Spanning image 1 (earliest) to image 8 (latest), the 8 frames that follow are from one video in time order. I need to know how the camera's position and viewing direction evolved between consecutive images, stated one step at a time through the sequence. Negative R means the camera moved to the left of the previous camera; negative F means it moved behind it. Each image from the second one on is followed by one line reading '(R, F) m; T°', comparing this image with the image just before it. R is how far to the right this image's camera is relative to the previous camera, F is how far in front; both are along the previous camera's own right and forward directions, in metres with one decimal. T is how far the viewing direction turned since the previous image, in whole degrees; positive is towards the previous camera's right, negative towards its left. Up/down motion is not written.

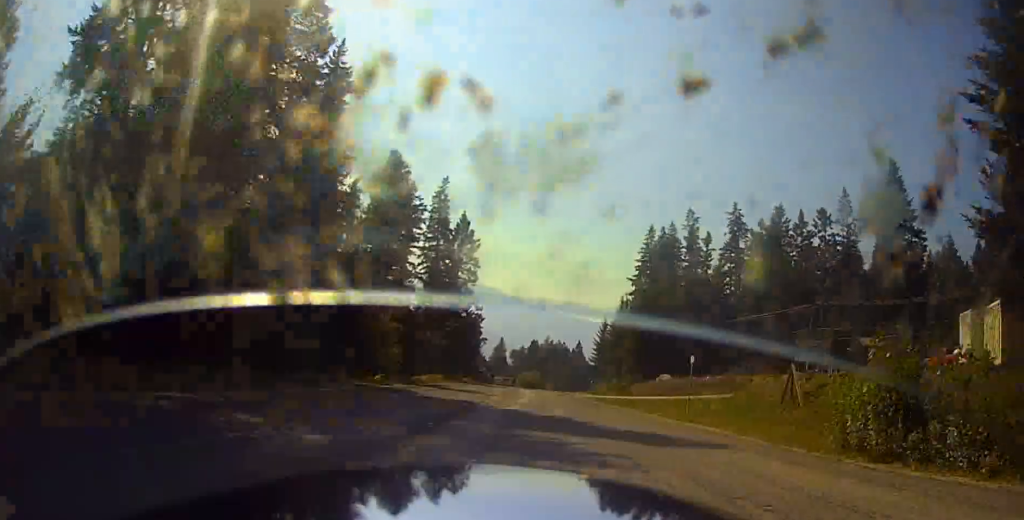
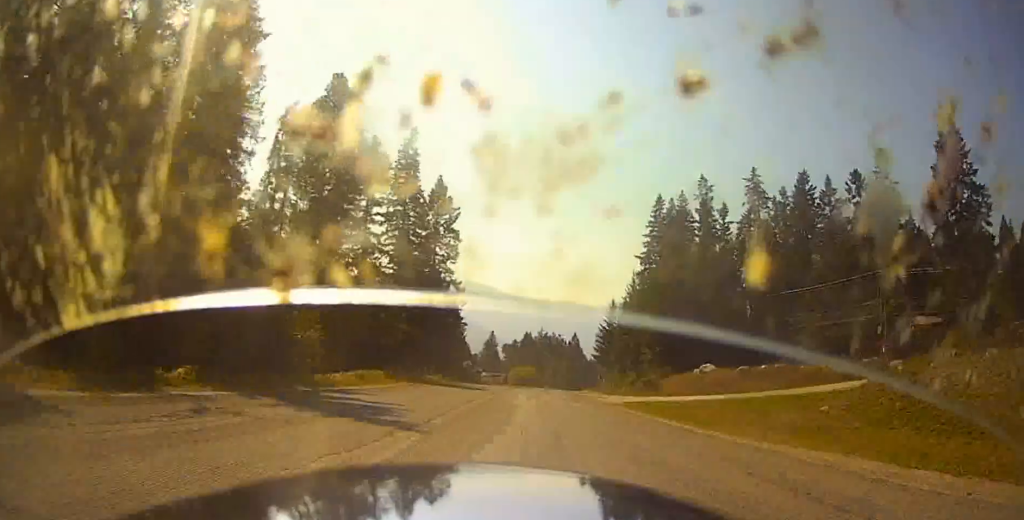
(0.0, +24.2) m; 0°
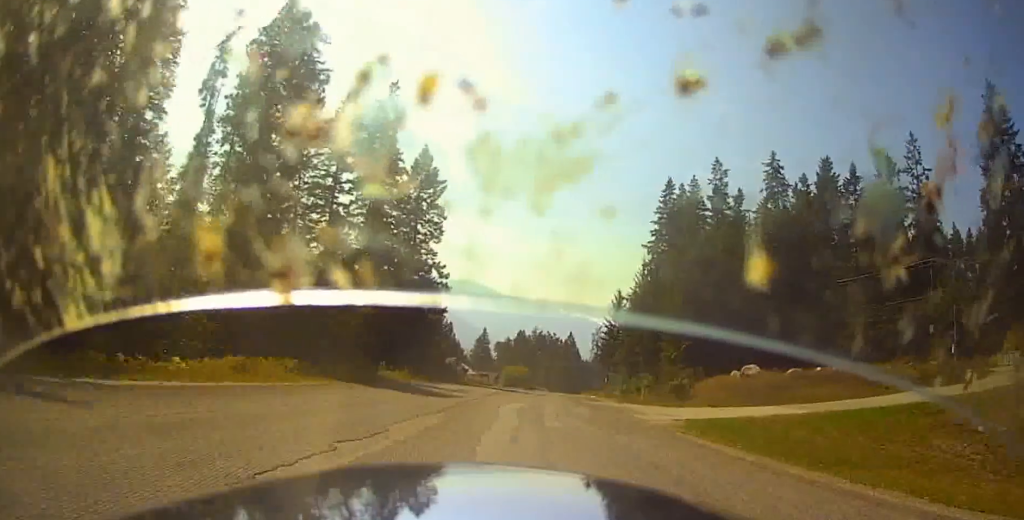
(+0.1, +15.0) m; -1°
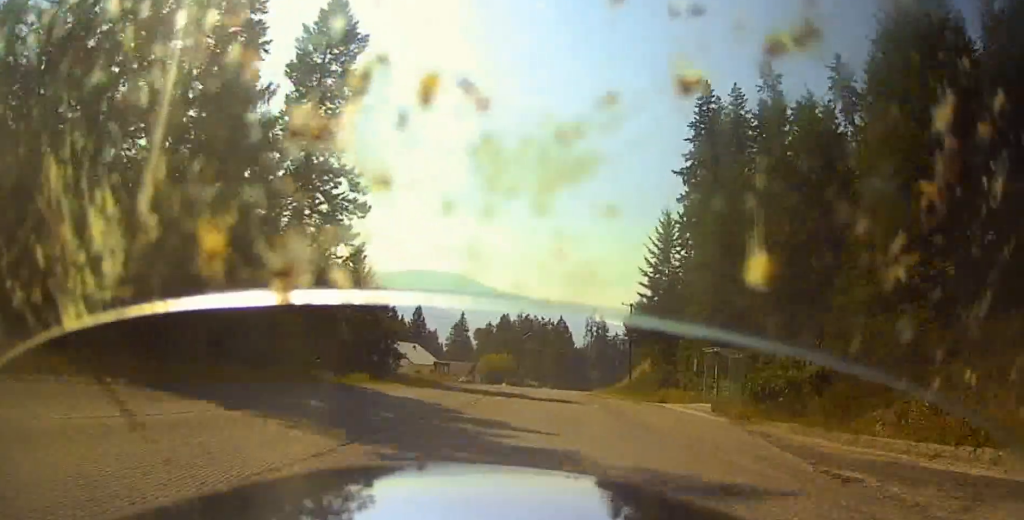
(+0.9, +42.1) m; +5°
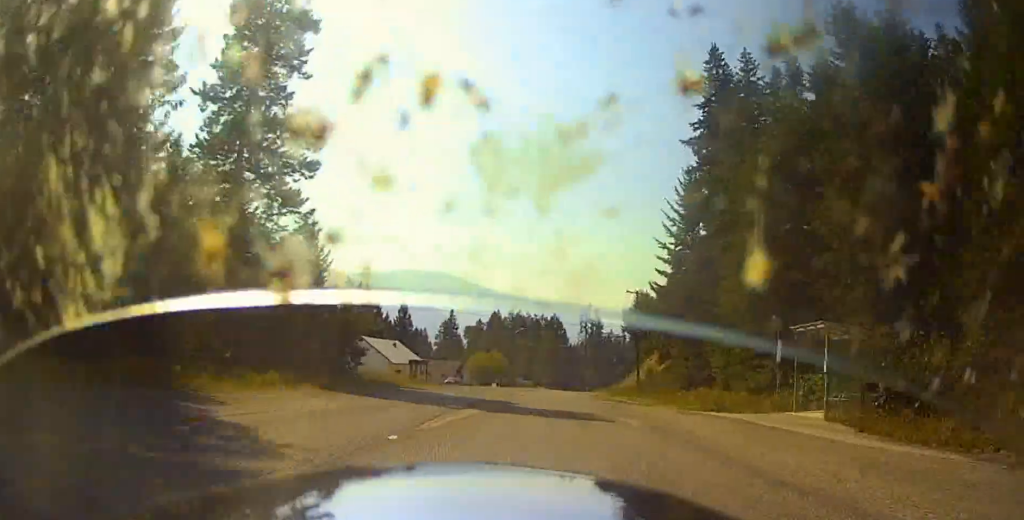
(+0.2, +11.1) m; +2°
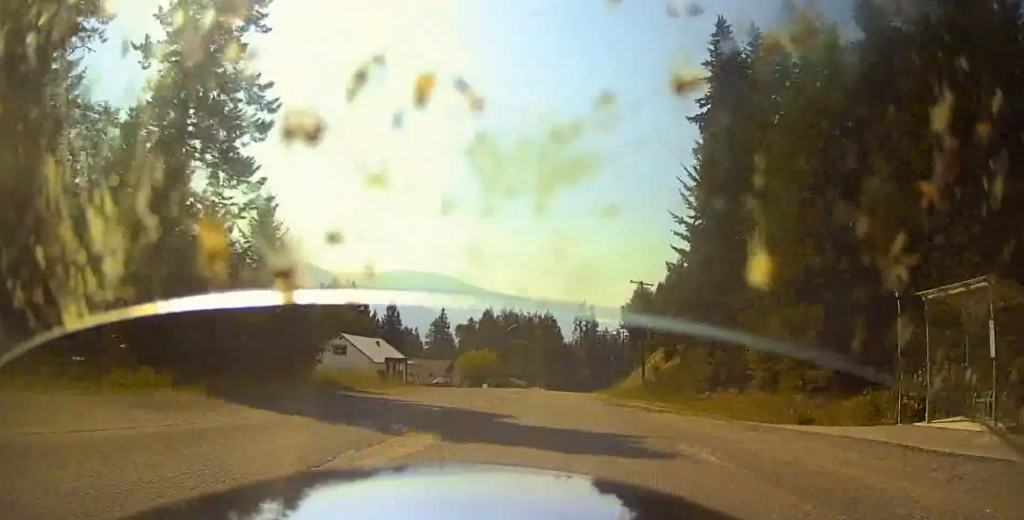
(+0.1, +7.3) m; 0°
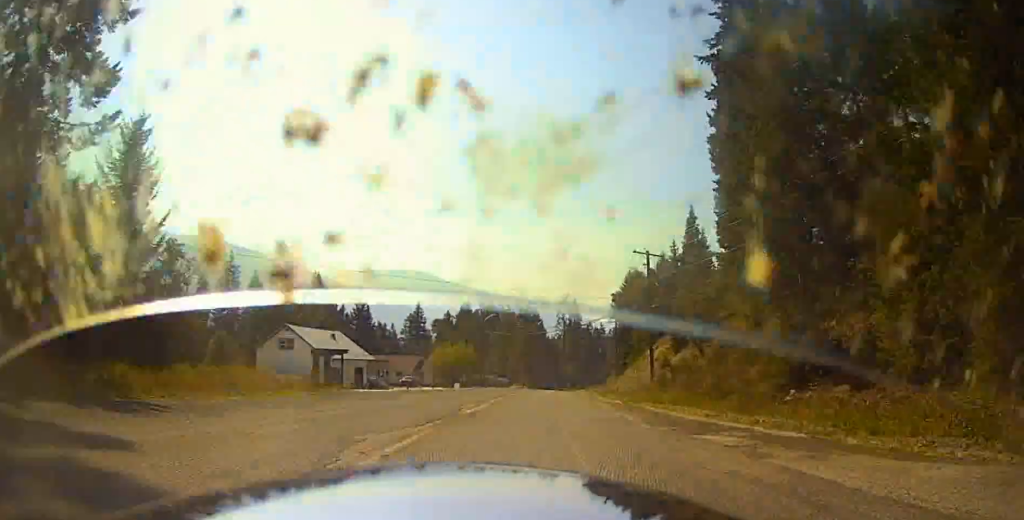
(+0.2, +14.0) m; +1°
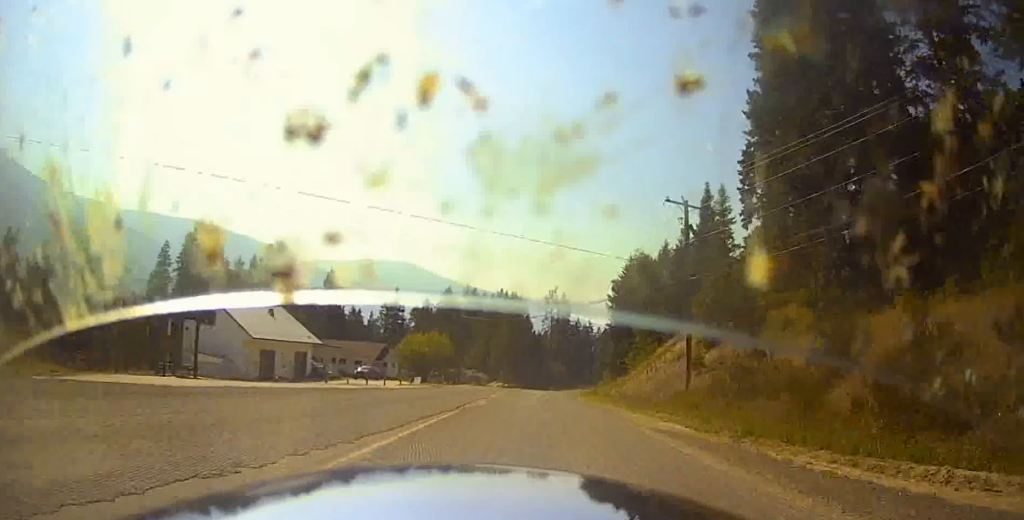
(-0.2, +17.2) m; +3°
